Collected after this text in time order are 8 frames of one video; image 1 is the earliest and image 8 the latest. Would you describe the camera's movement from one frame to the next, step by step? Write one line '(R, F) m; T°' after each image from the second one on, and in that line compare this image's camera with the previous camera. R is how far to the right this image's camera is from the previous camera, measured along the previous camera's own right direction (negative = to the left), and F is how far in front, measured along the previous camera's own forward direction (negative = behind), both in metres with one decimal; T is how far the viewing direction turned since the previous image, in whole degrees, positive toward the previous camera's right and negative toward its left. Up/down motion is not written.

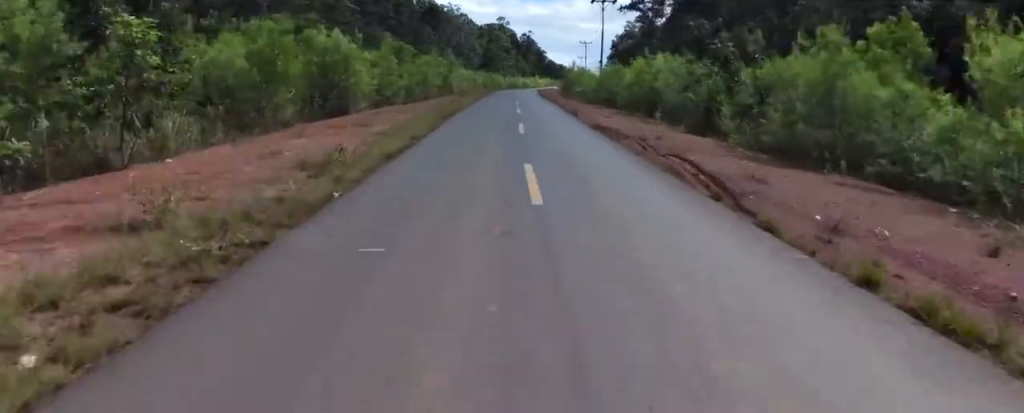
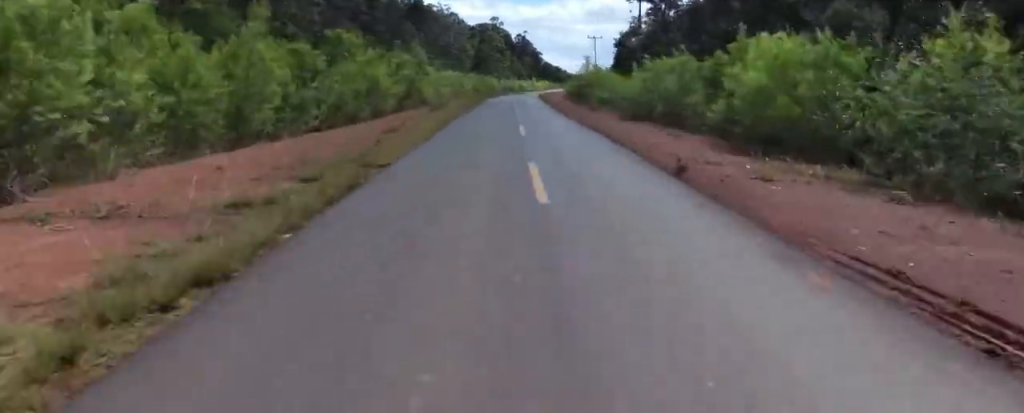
(+0.6, +15.5) m; +1°
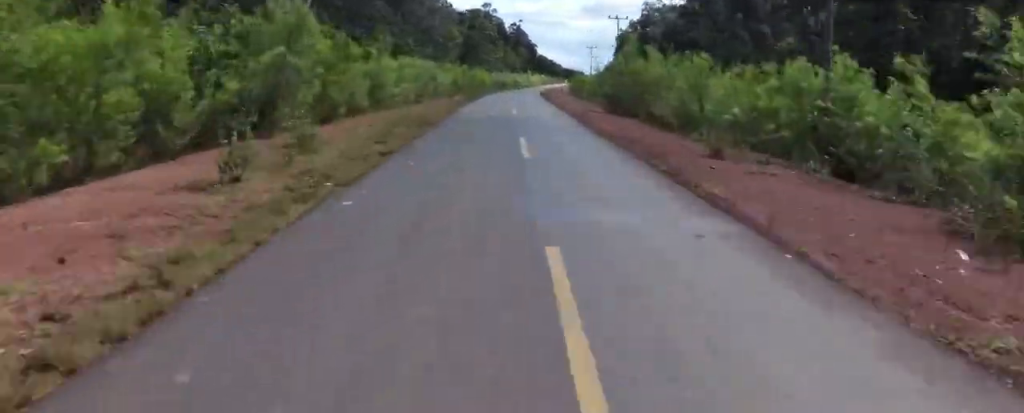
(-0.7, +21.1) m; -2°
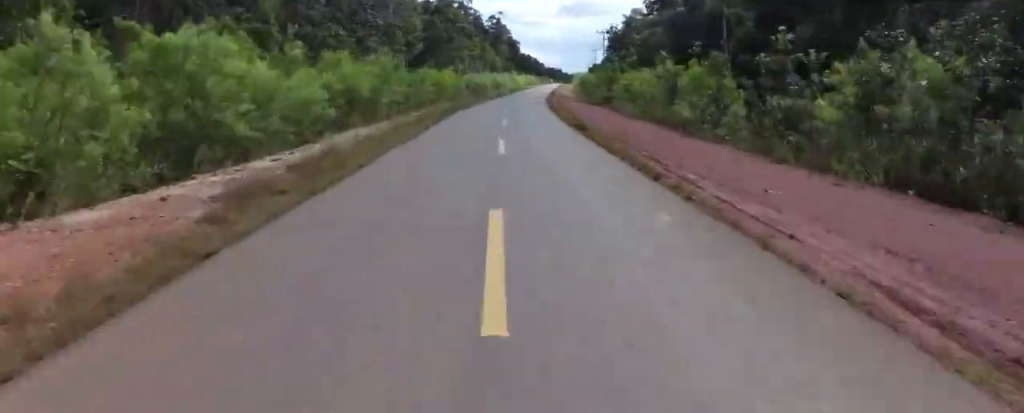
(+0.8, +35.1) m; +4°
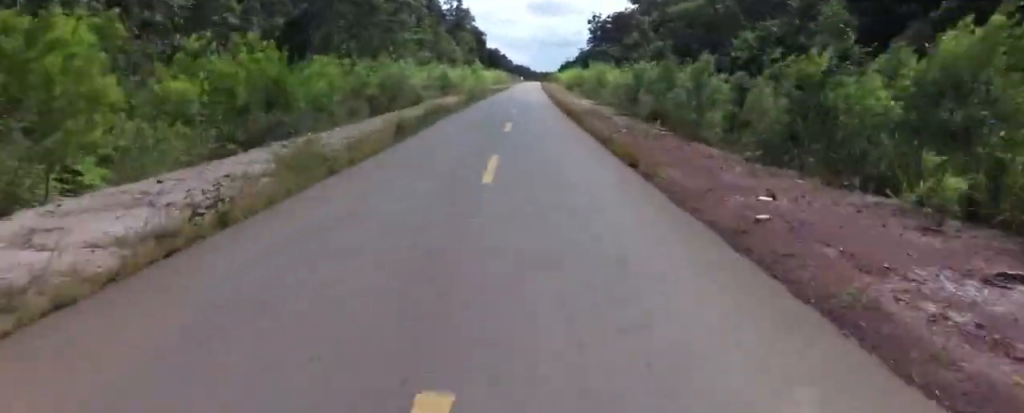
(+1.5, +43.9) m; 0°
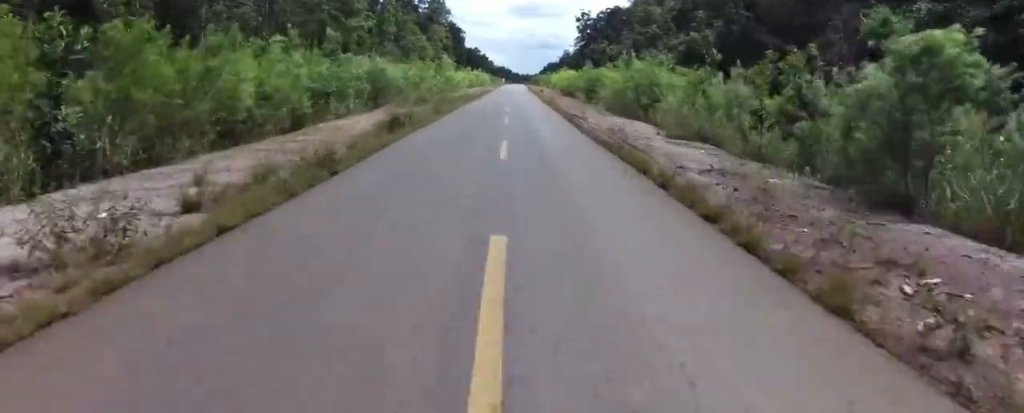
(-0.9, +21.4) m; -1°
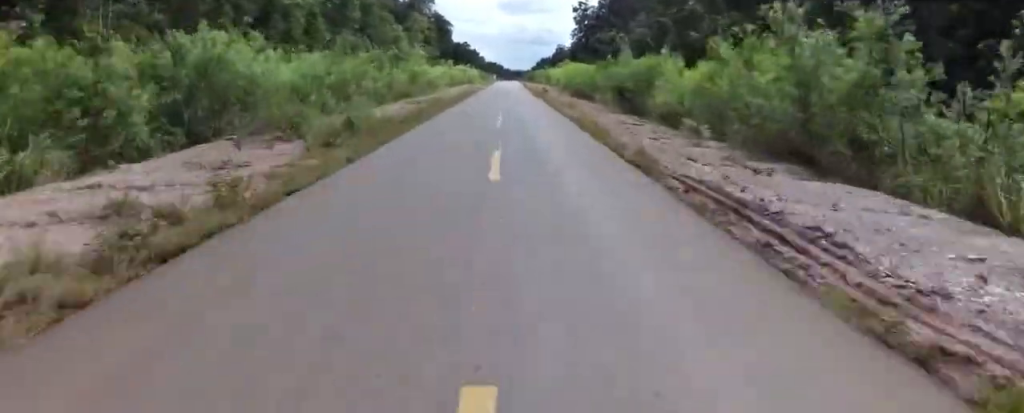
(+0.3, +17.9) m; +3°
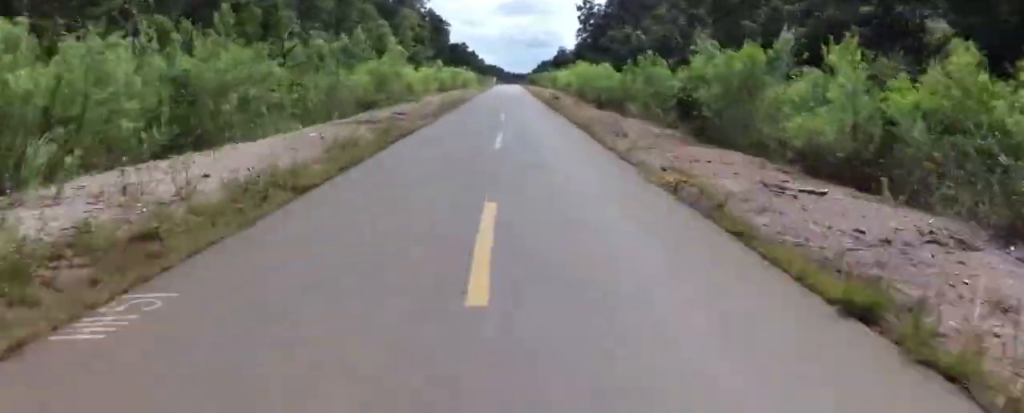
(+0.3, +12.7) m; +1°
